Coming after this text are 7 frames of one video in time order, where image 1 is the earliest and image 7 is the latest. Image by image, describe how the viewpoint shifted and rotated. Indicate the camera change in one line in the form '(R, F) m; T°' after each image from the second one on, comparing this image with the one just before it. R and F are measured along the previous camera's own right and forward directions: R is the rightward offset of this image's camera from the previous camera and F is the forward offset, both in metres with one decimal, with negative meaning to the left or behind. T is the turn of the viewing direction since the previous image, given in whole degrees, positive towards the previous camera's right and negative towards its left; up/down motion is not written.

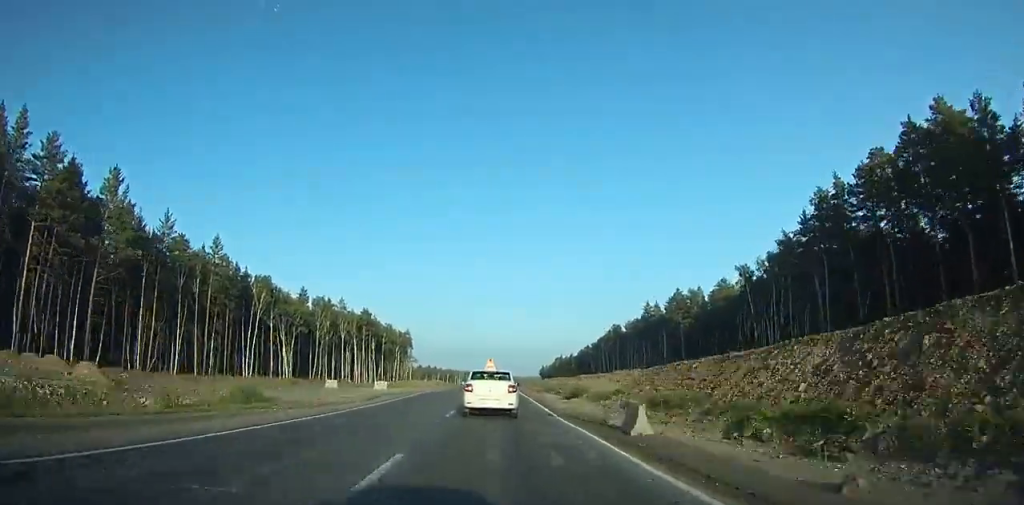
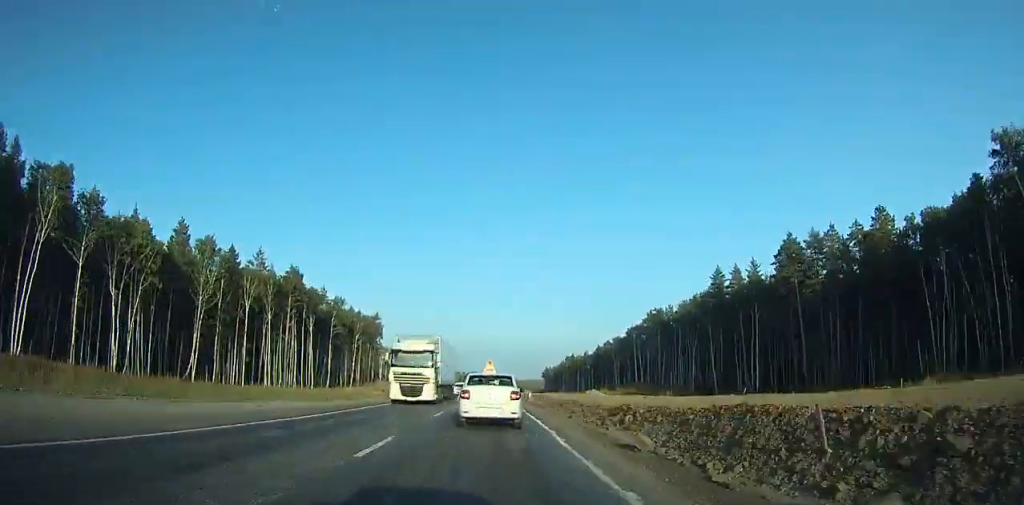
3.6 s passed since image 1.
(+0.1, +69.1) m; 0°
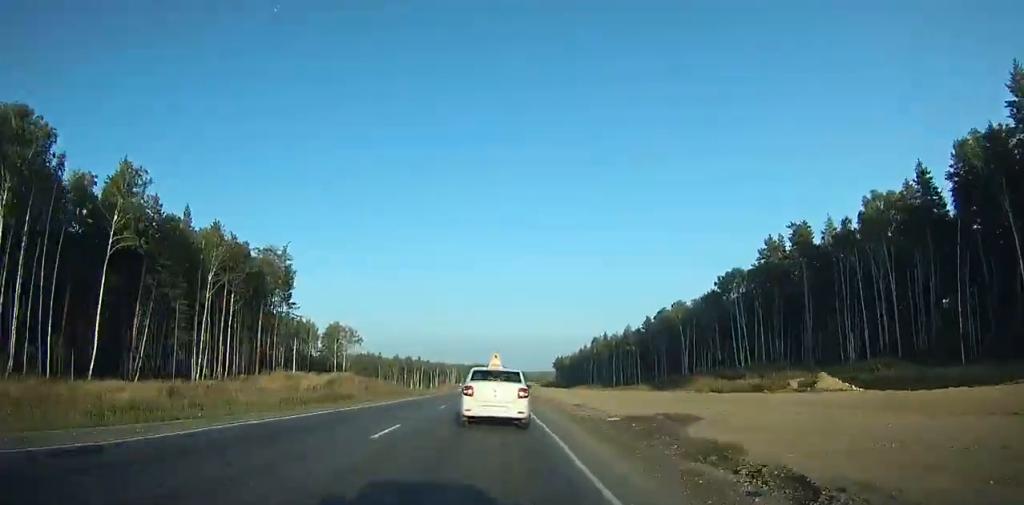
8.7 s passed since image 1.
(-0.1, +93.8) m; 0°
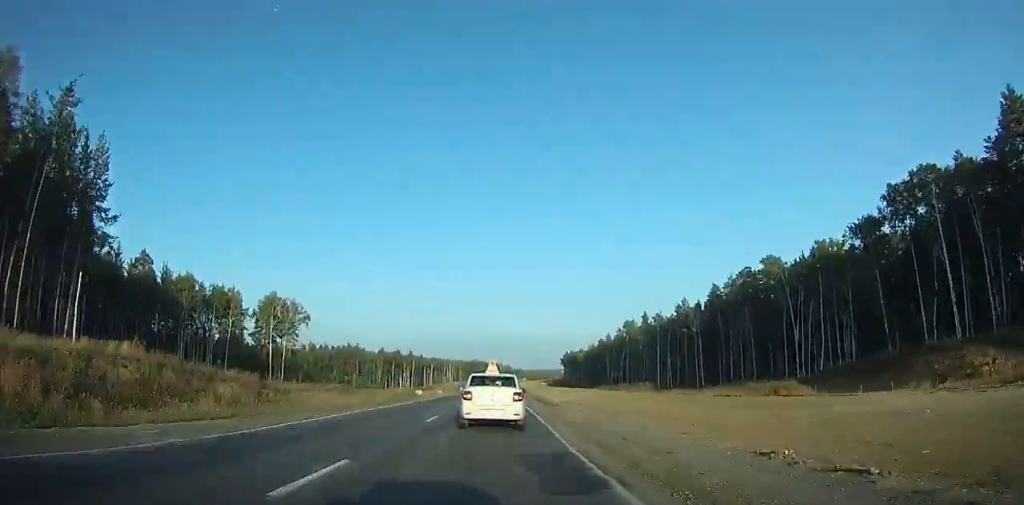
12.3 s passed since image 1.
(+0.1, +65.7) m; 0°
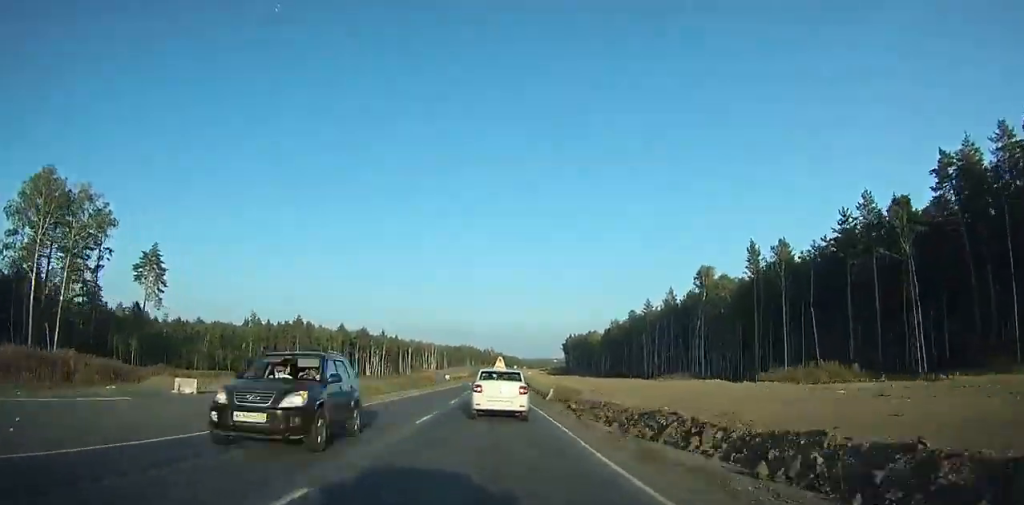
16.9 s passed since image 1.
(-0.1, +85.8) m; 0°
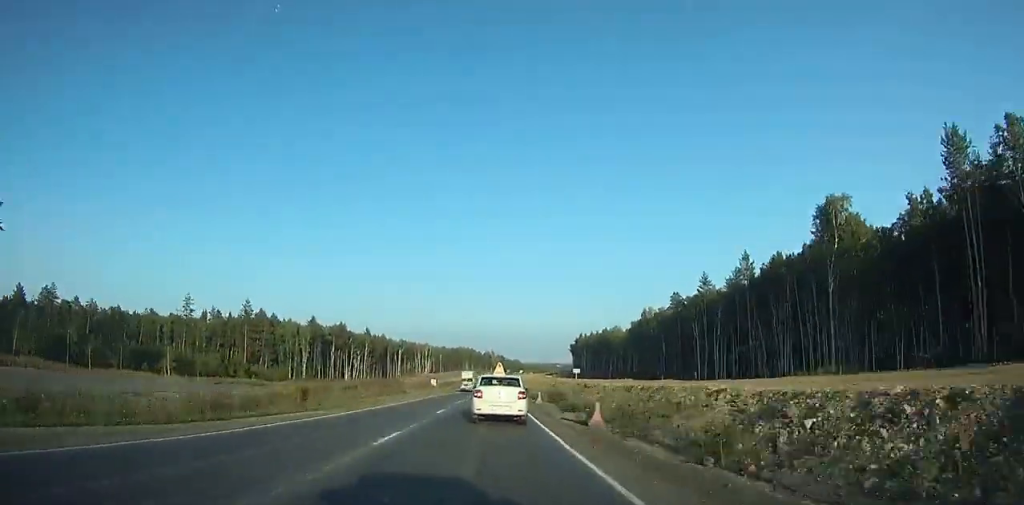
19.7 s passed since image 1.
(+0.2, +53.3) m; 0°
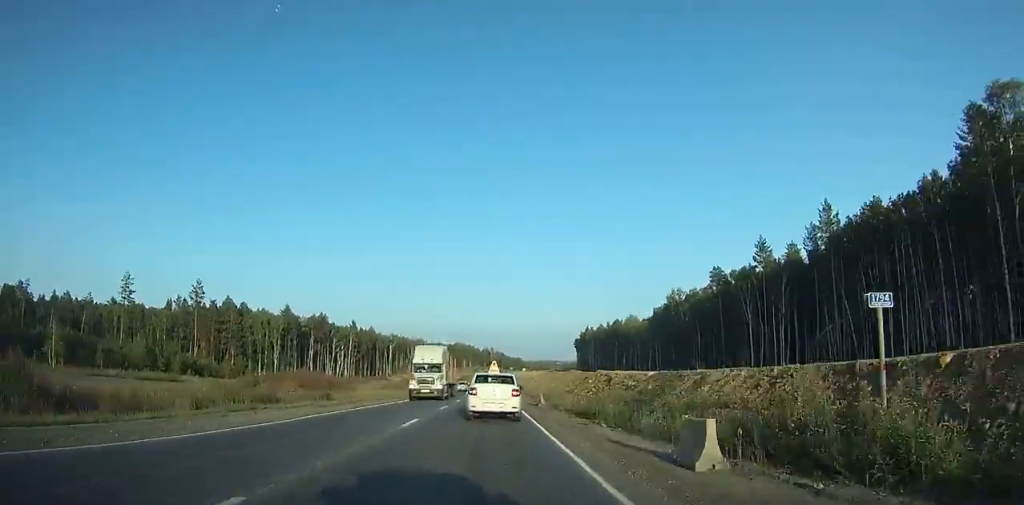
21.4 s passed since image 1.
(0.0, +32.7) m; 0°
